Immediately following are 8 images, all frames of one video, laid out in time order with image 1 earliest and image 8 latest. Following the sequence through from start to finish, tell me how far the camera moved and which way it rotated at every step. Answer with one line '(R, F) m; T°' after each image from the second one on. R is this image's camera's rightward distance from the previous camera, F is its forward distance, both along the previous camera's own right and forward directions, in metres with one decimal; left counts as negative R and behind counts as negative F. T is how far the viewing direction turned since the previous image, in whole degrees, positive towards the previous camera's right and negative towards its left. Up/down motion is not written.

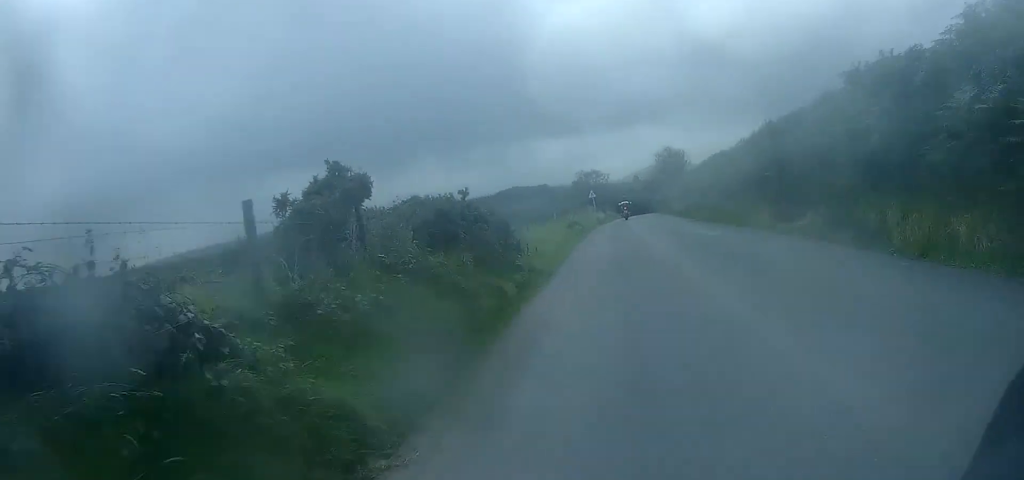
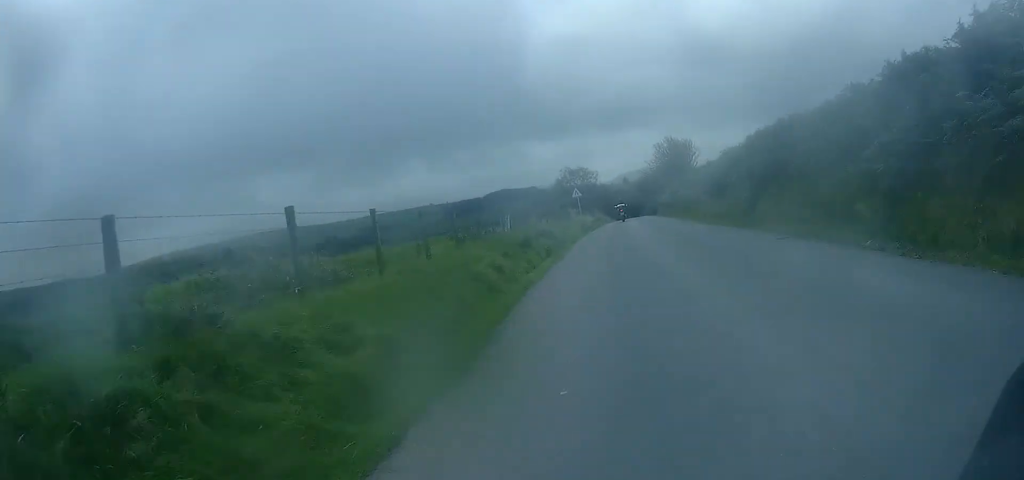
(0.0, +13.3) m; +1°
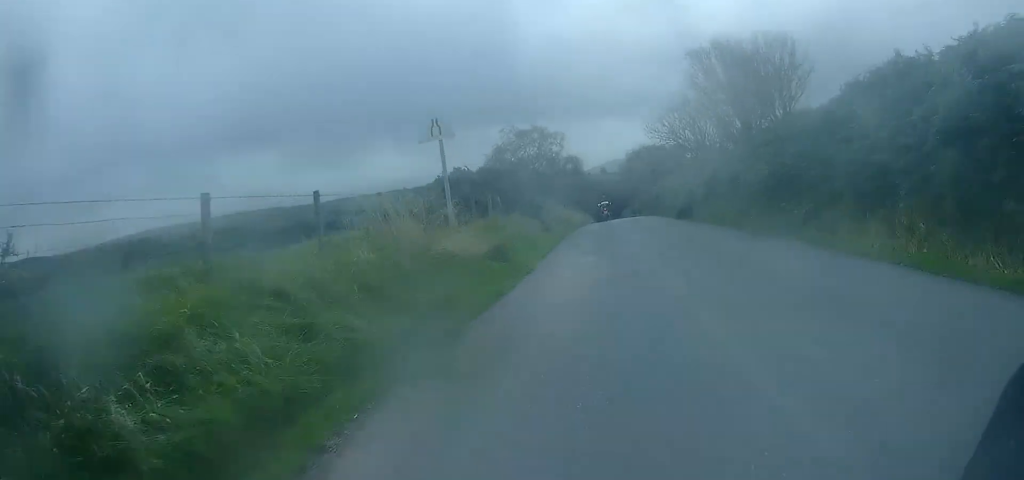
(+0.7, +34.1) m; +2°
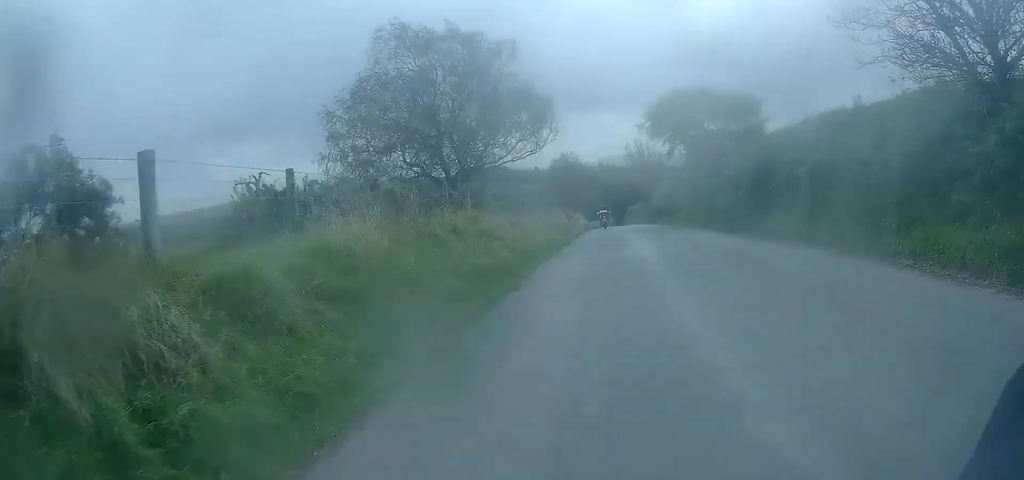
(+0.2, +27.9) m; 0°
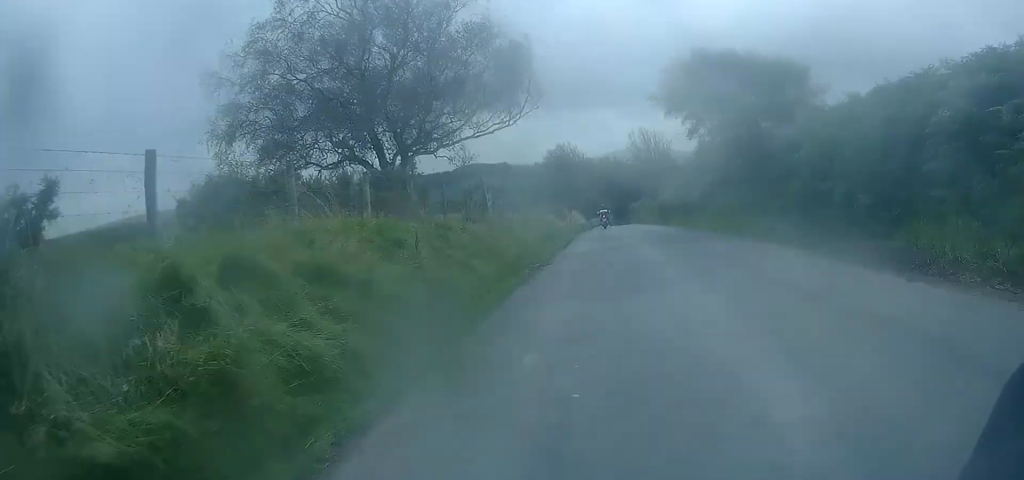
(0.0, +7.0) m; 0°
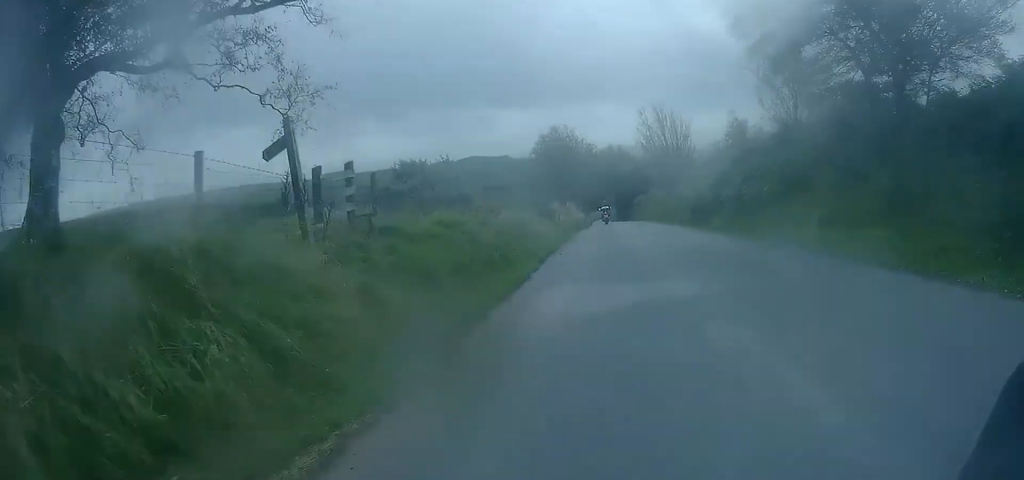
(0.0, +11.0) m; 0°
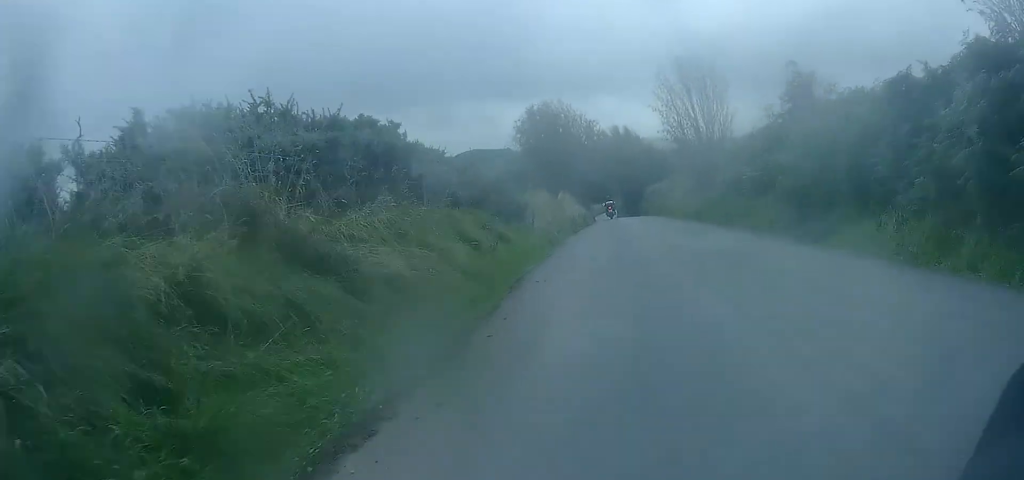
(0.0, +11.5) m; 0°
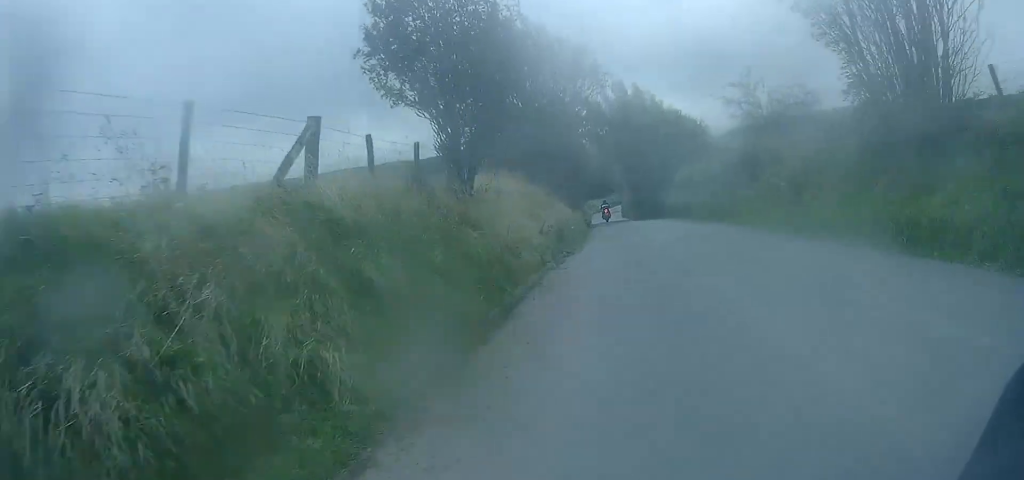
(-0.1, +20.8) m; -1°
